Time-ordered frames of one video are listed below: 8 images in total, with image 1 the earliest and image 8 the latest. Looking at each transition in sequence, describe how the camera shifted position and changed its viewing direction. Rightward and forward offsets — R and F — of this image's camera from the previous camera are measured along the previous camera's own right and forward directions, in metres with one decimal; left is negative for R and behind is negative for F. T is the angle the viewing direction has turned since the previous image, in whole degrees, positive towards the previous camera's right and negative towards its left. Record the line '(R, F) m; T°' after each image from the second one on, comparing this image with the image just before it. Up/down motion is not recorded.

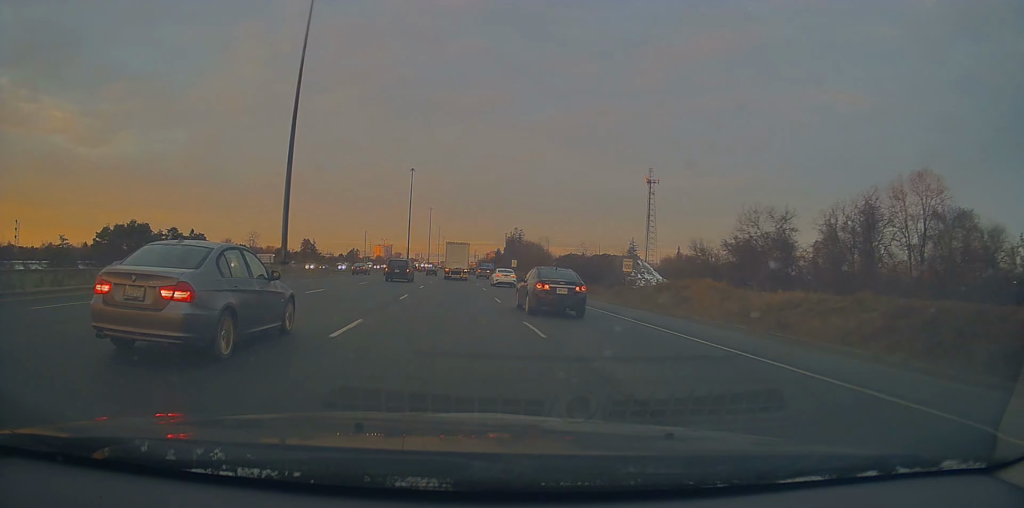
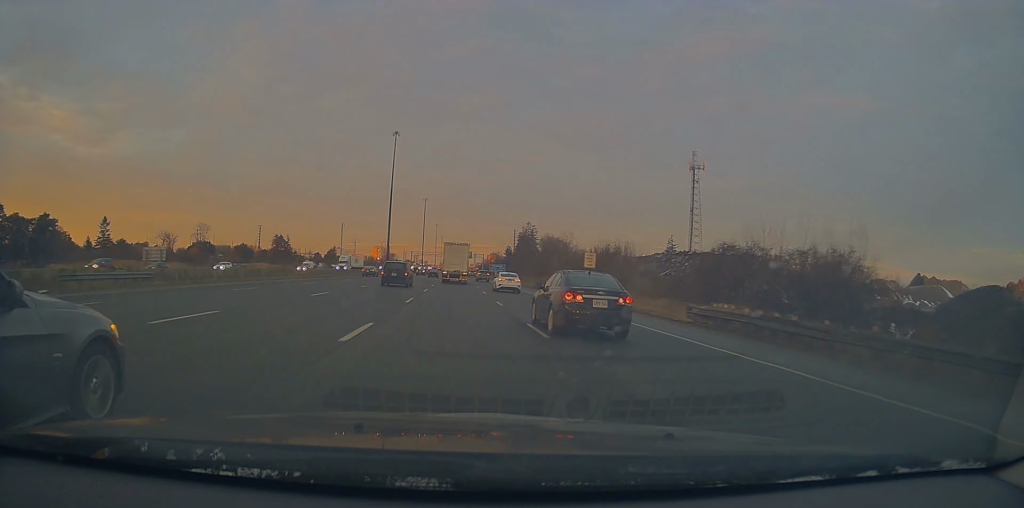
(-1.0, +58.0) m; -1°
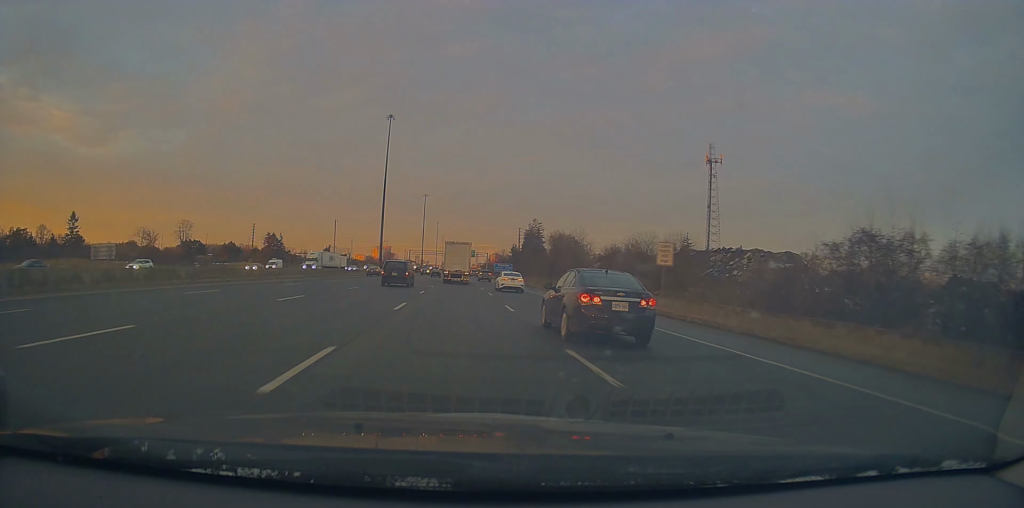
(-0.2, +16.1) m; 0°
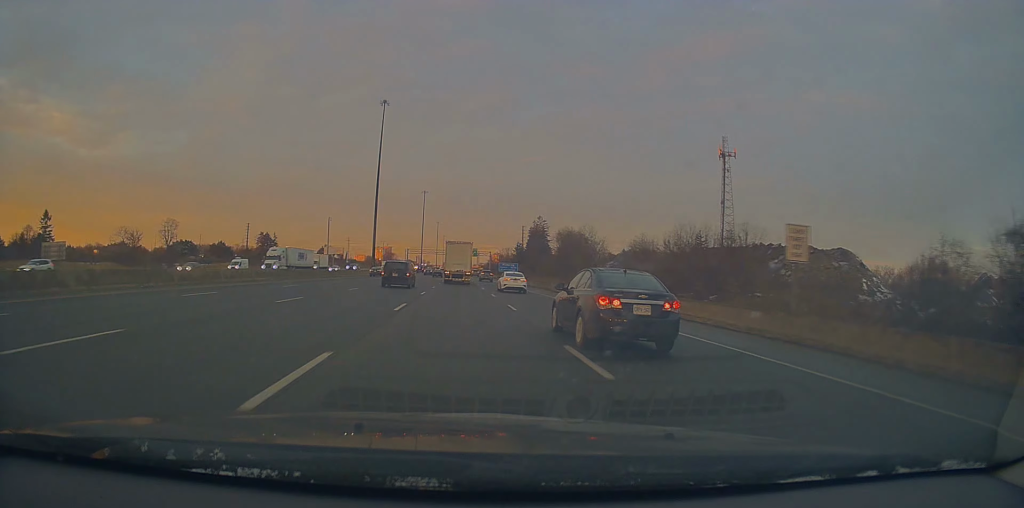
(+0.3, +12.1) m; 0°
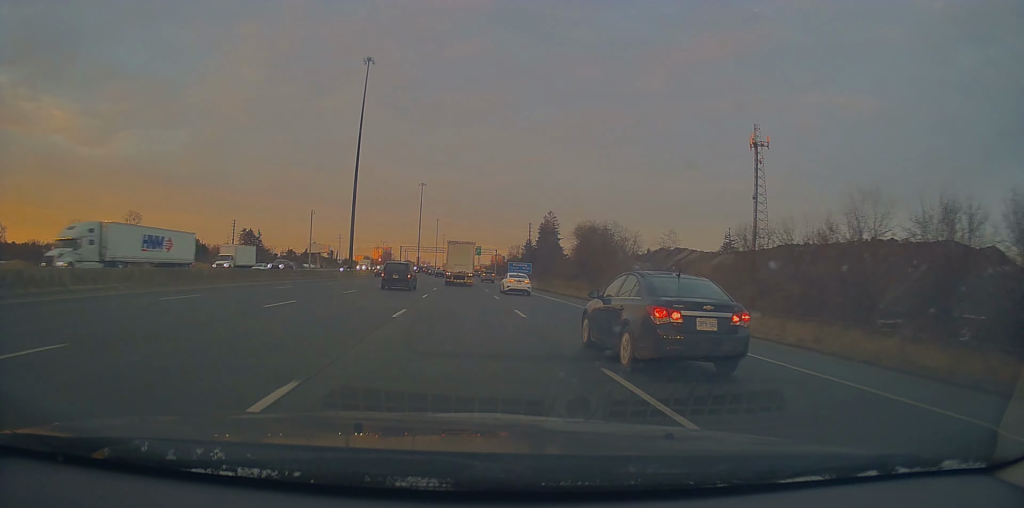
(+0.3, +25.3) m; 0°
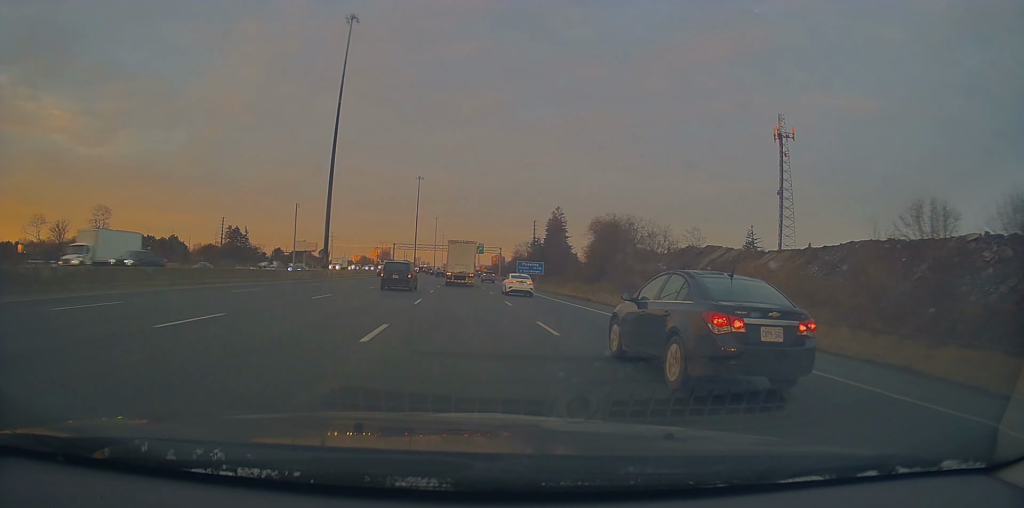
(-0.2, +17.2) m; -1°
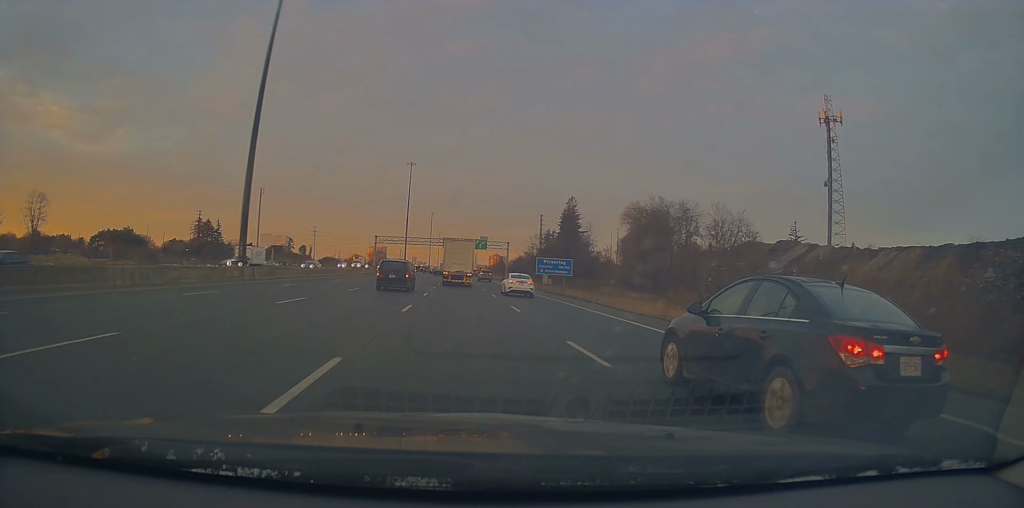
(-0.1, +28.4) m; 0°
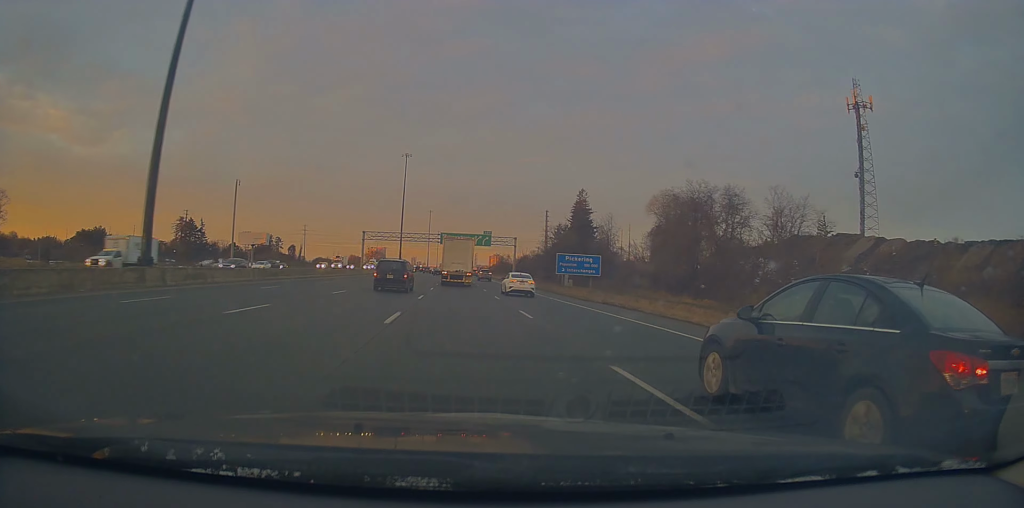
(0.0, +15.2) m; 0°
